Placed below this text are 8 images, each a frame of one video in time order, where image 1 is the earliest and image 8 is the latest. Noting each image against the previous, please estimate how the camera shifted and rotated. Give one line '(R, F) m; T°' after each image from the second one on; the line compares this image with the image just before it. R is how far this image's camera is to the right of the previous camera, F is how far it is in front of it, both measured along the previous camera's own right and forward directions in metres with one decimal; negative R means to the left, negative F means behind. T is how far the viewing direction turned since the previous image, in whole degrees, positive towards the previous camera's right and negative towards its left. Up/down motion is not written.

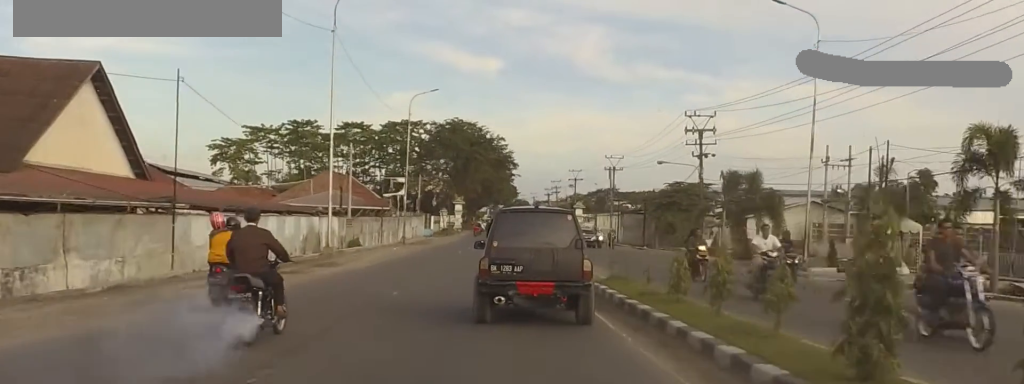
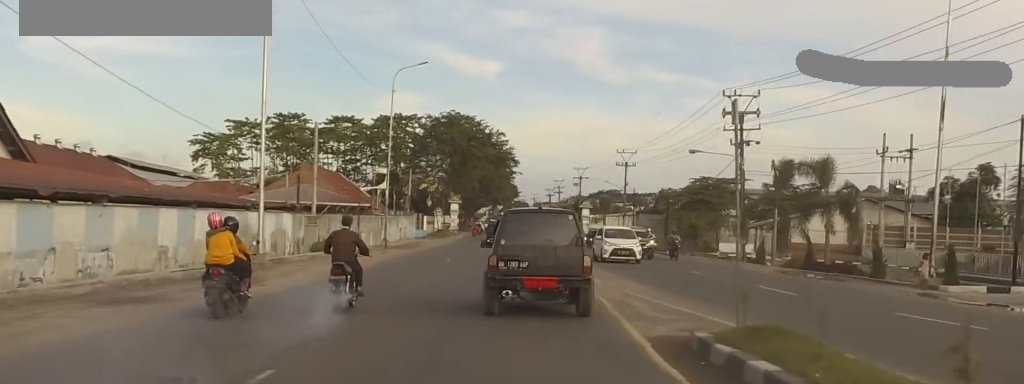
(+0.4, +11.3) m; +5°
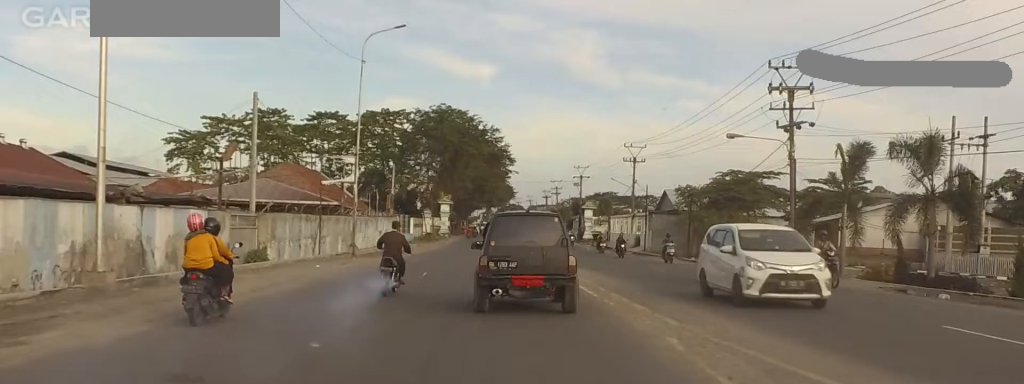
(+0.5, +10.5) m; +4°
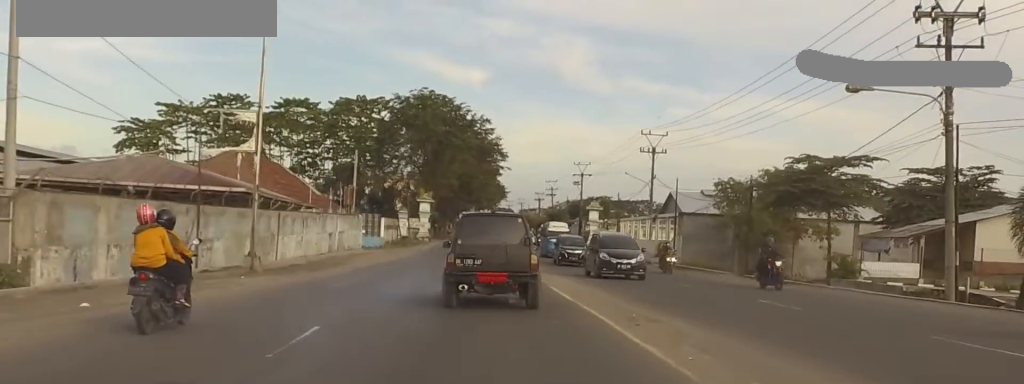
(-1.0, +16.6) m; -9°
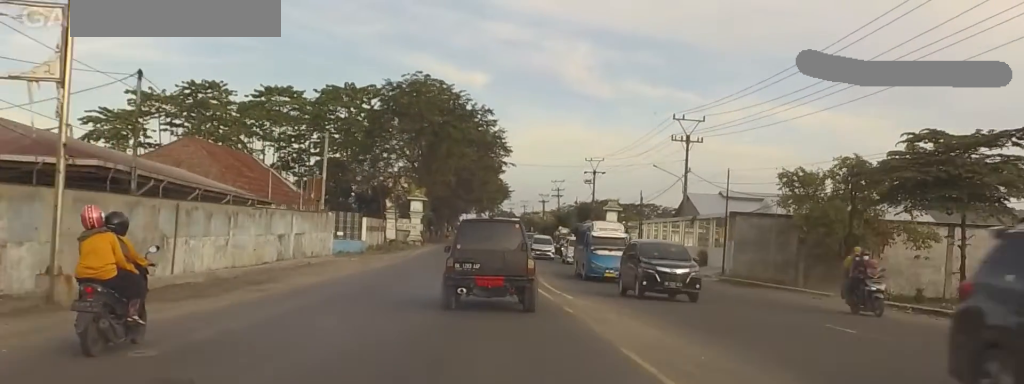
(+0.2, +12.3) m; +2°
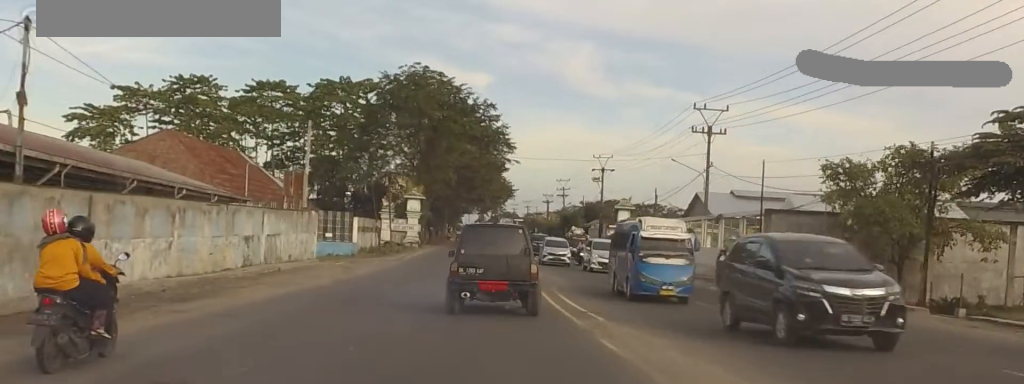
(0.0, +5.5) m; 0°
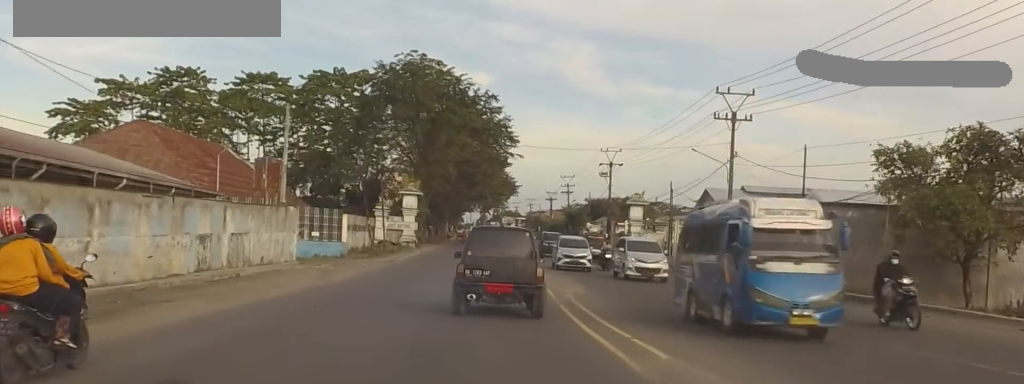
(0.0, +5.1) m; 0°
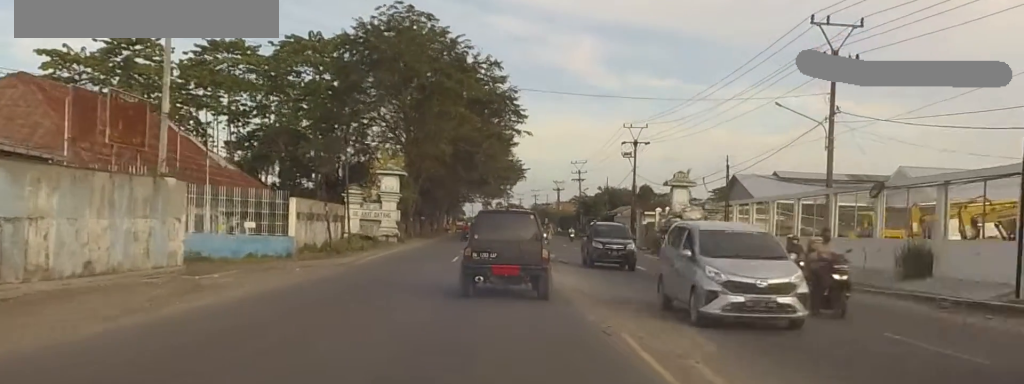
(-0.3, +15.1) m; +1°
